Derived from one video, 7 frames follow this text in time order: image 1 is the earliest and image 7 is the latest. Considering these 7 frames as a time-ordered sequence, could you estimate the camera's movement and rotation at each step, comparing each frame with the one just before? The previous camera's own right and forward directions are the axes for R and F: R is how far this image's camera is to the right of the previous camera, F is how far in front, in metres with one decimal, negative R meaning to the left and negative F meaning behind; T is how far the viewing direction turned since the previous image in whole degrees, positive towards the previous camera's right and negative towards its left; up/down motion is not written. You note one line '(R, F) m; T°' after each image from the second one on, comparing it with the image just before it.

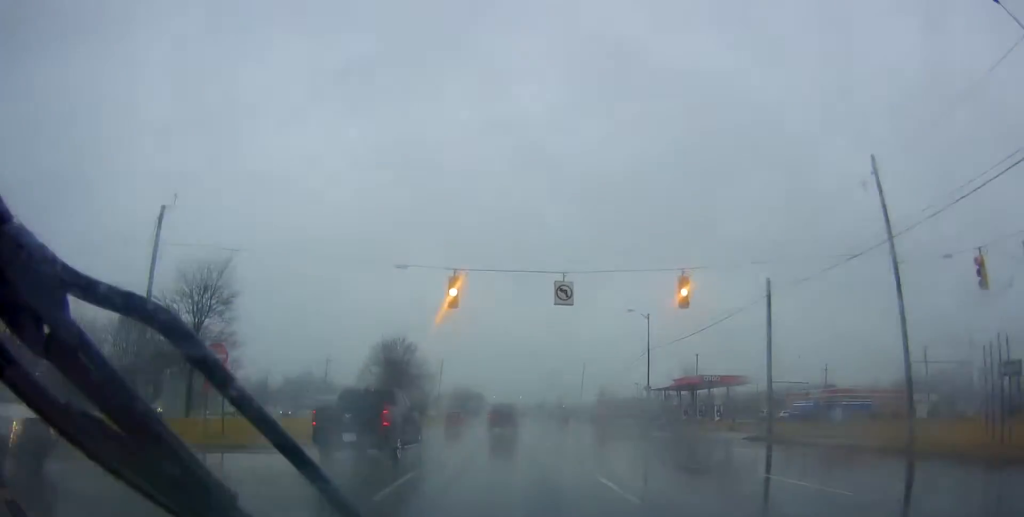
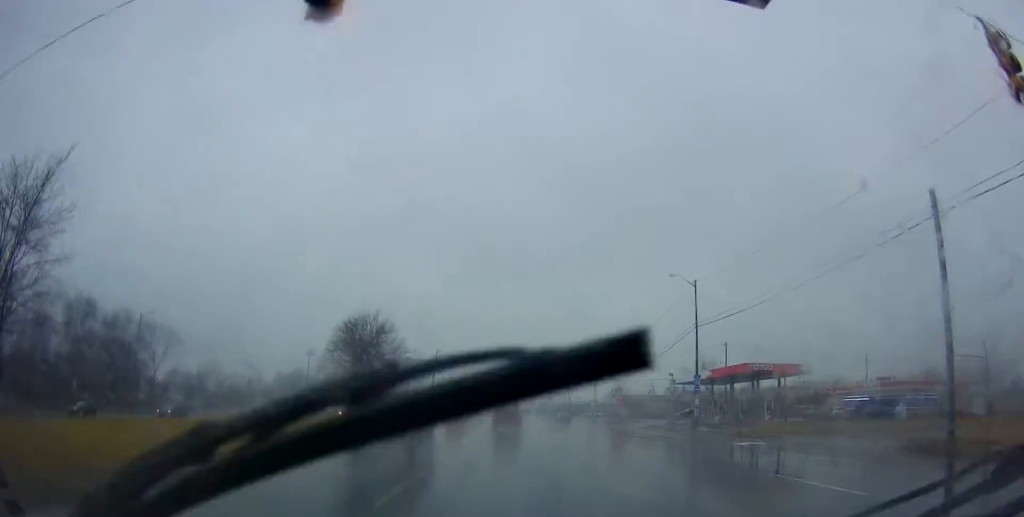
(-0.8, +15.4) m; -1°
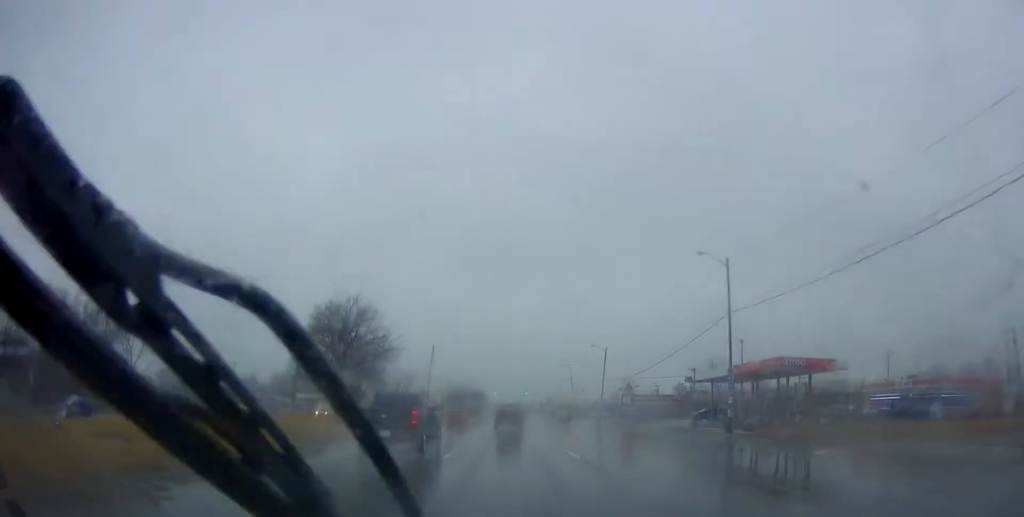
(+0.1, +7.2) m; 0°
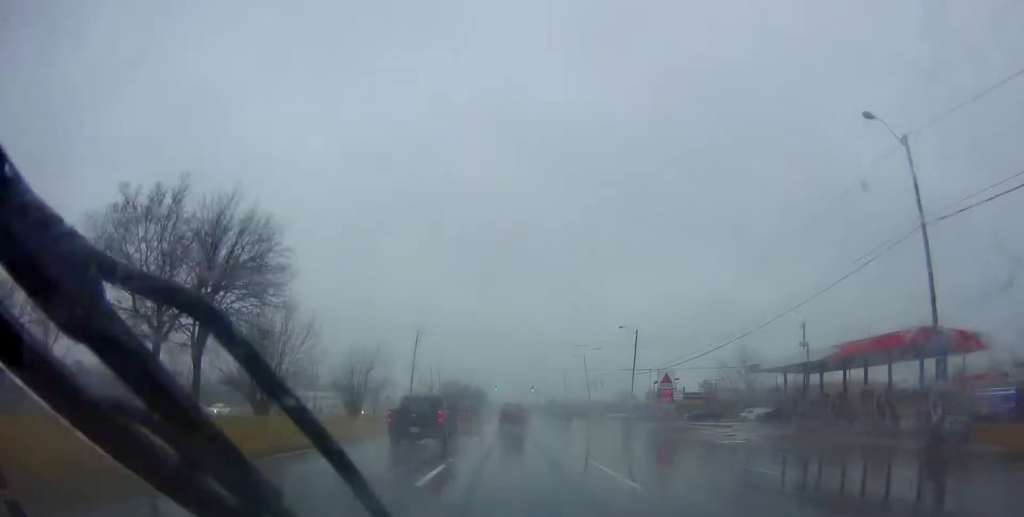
(+0.4, +21.6) m; 0°
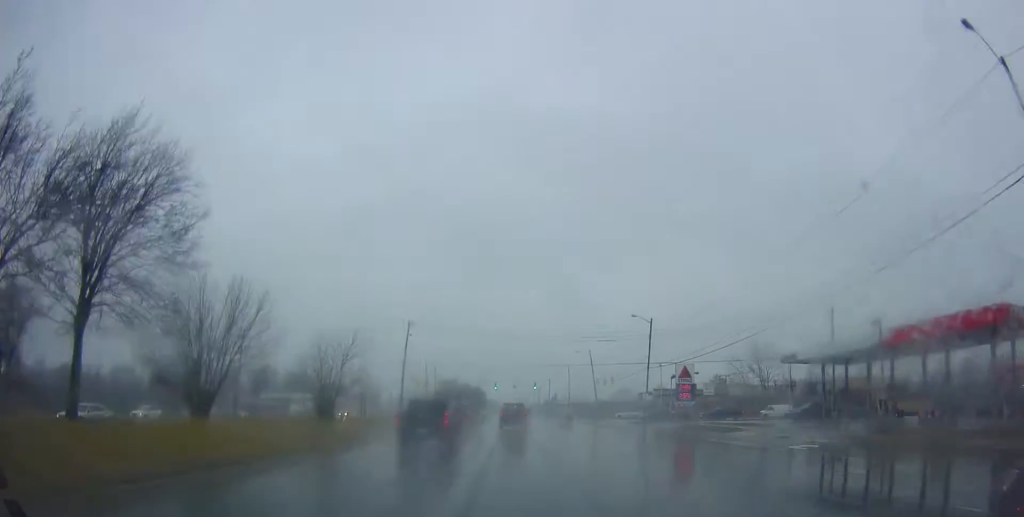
(+0.1, +7.8) m; -1°
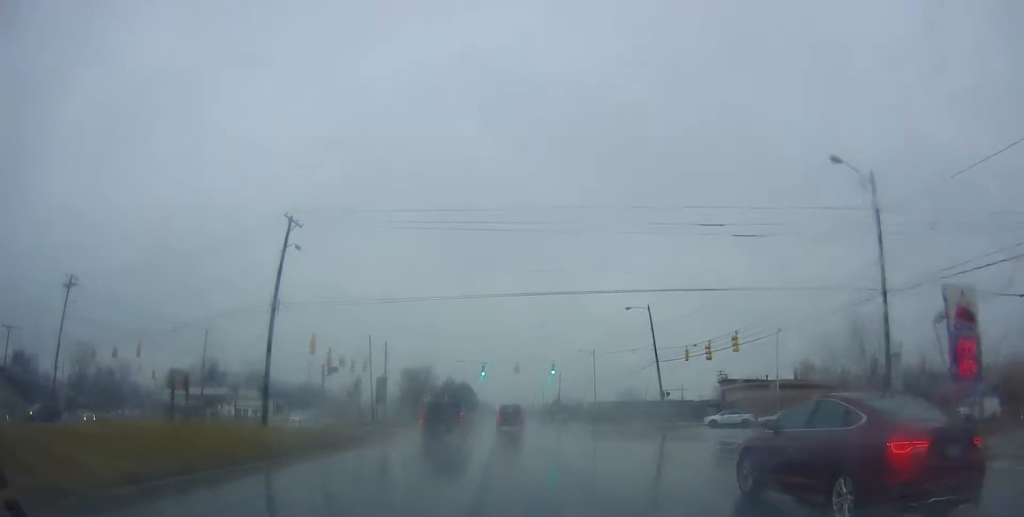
(+0.4, +45.1) m; +2°
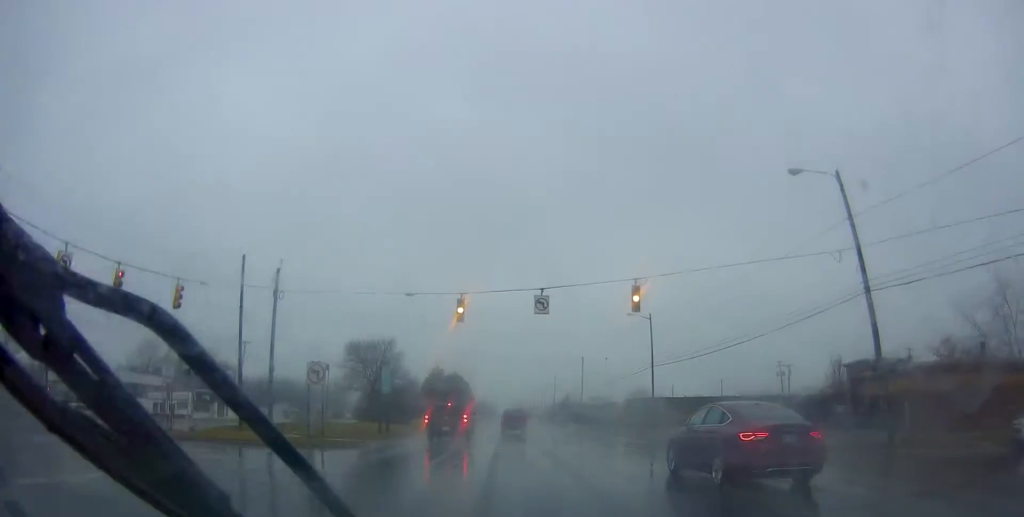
(0.0, +35.5) m; -1°
